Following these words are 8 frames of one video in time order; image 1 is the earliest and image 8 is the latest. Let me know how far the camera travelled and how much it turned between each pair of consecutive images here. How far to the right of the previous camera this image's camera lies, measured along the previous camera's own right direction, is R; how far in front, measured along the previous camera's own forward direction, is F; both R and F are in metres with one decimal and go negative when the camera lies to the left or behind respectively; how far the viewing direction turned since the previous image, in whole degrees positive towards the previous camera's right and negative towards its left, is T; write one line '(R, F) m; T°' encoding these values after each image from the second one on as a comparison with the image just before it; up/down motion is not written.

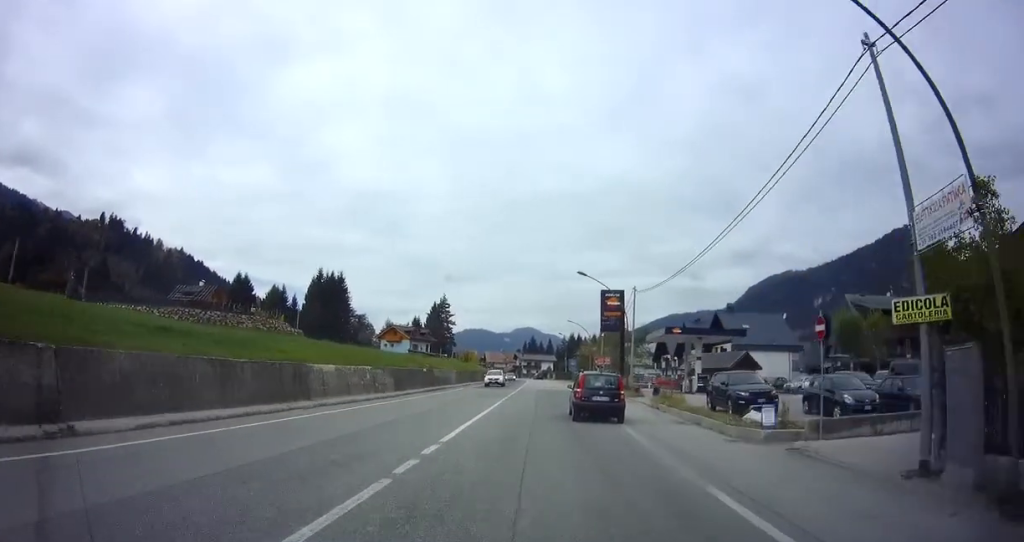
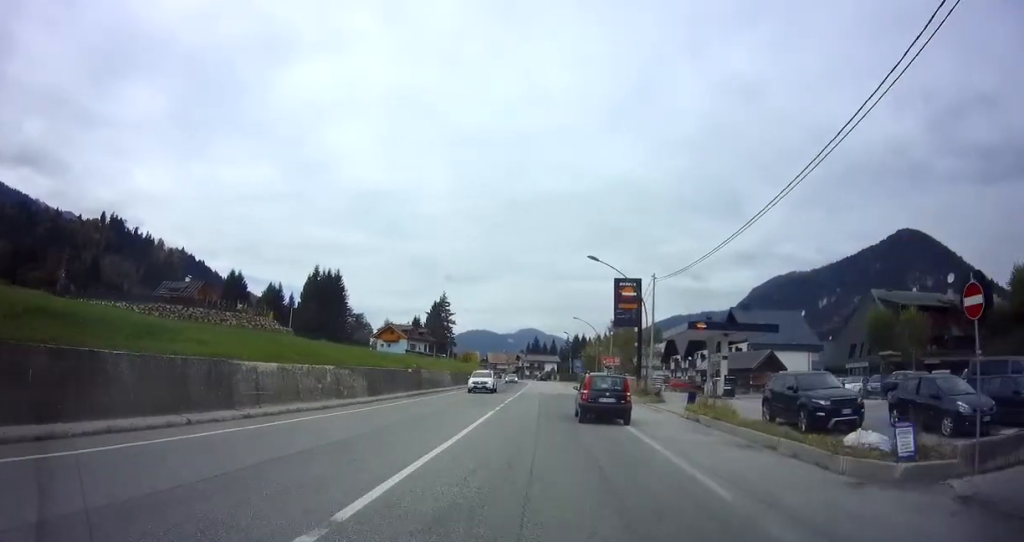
(-0.1, +6.0) m; 0°
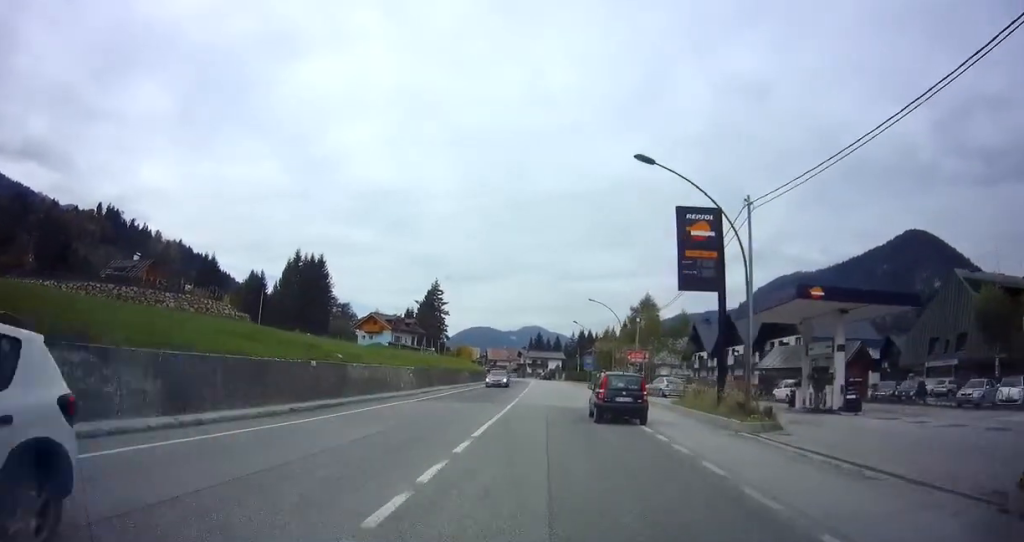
(+0.4, +15.6) m; +1°
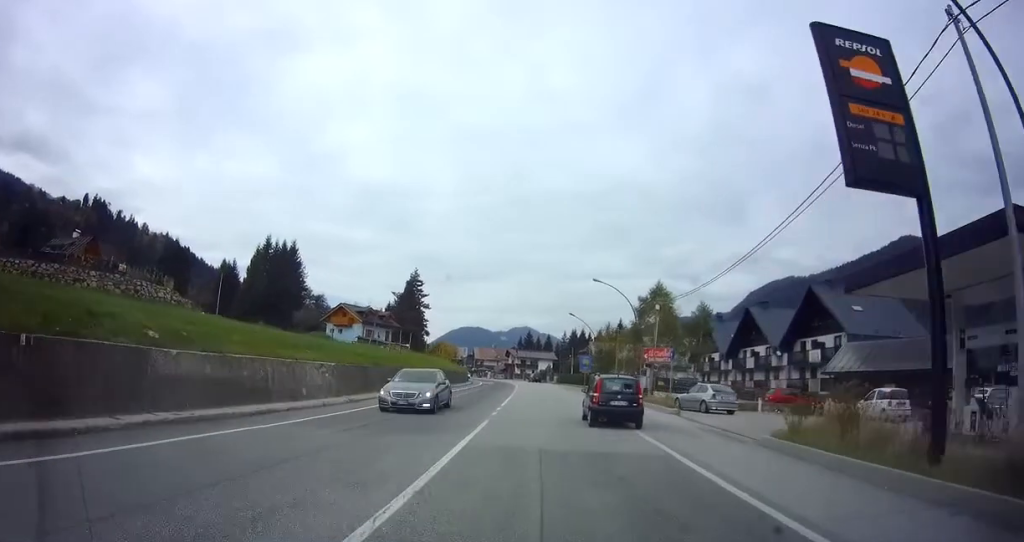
(-0.2, +12.0) m; 0°
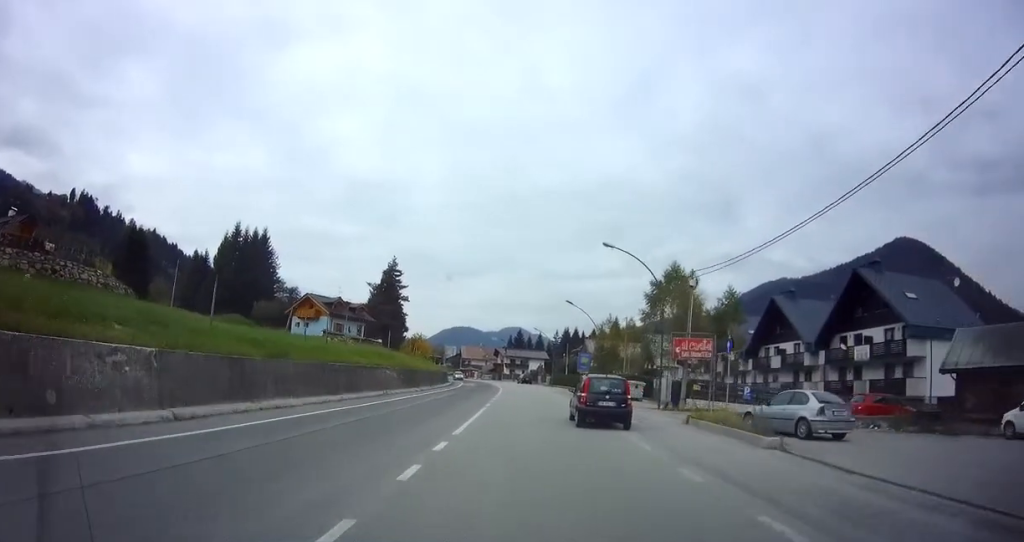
(0.0, +11.2) m; +3°
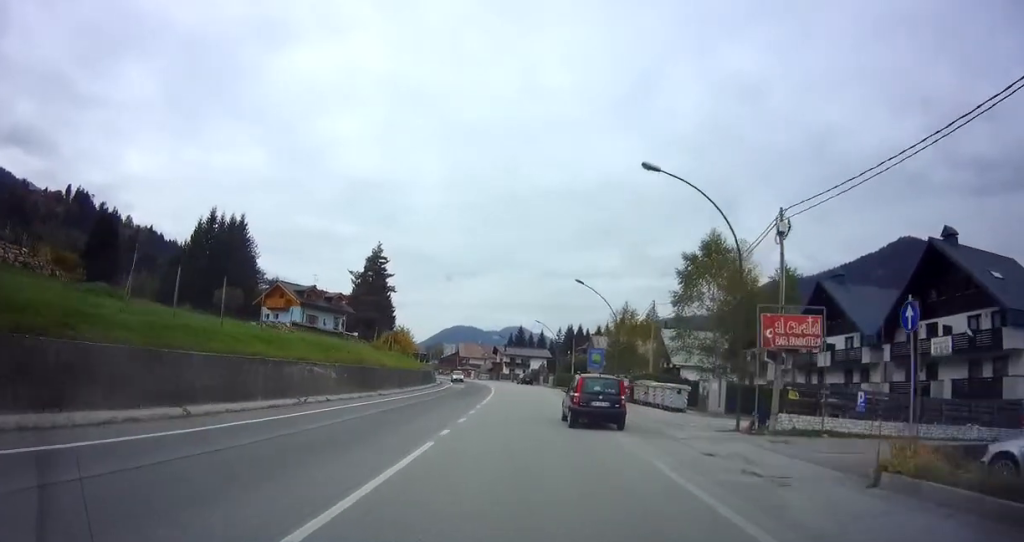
(+0.7, +11.1) m; +1°
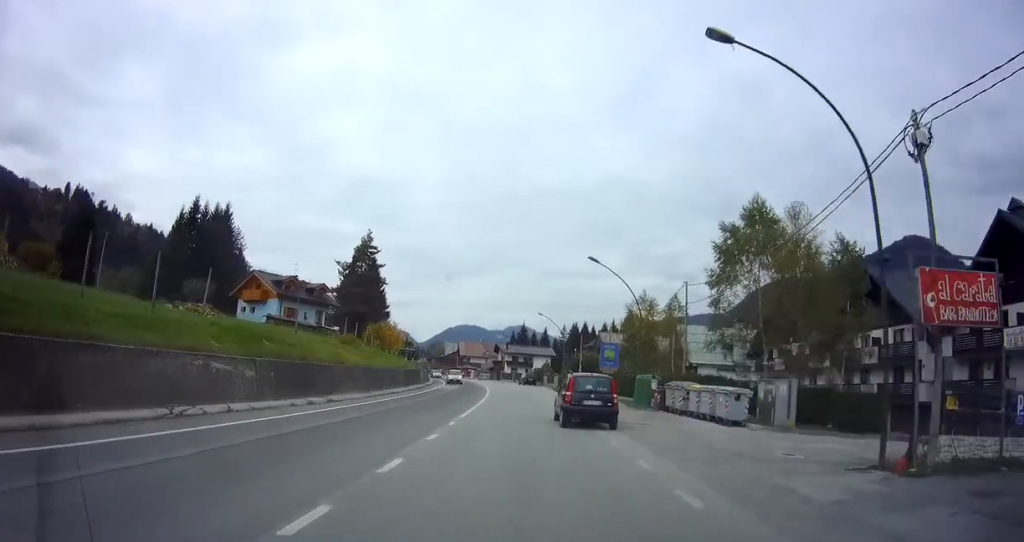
(-0.5, +7.7) m; -1°
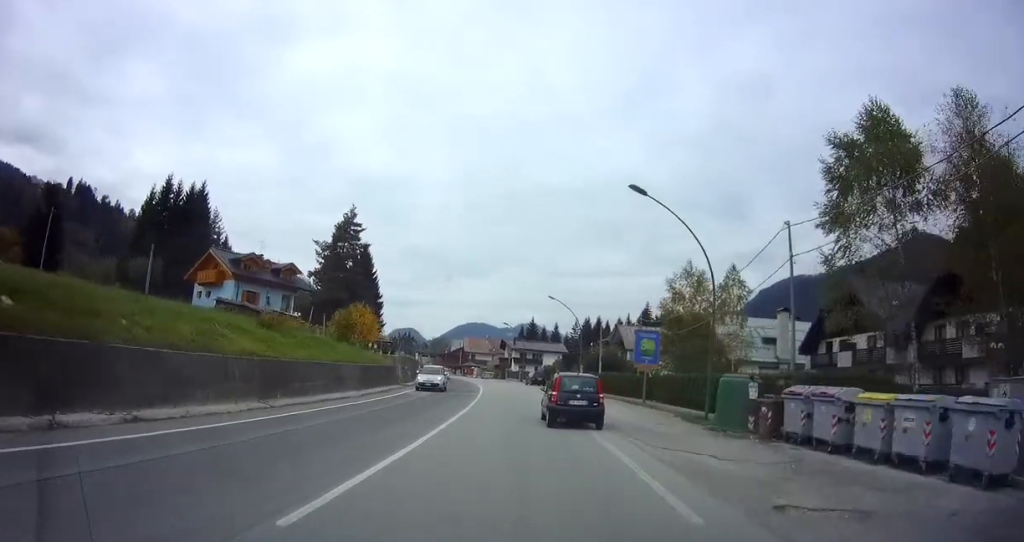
(+0.1, +12.4) m; +1°
